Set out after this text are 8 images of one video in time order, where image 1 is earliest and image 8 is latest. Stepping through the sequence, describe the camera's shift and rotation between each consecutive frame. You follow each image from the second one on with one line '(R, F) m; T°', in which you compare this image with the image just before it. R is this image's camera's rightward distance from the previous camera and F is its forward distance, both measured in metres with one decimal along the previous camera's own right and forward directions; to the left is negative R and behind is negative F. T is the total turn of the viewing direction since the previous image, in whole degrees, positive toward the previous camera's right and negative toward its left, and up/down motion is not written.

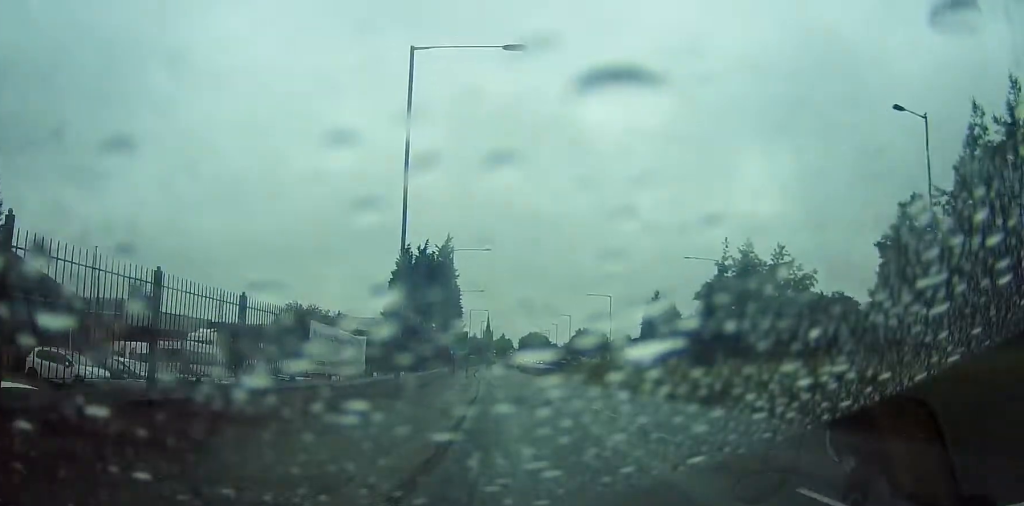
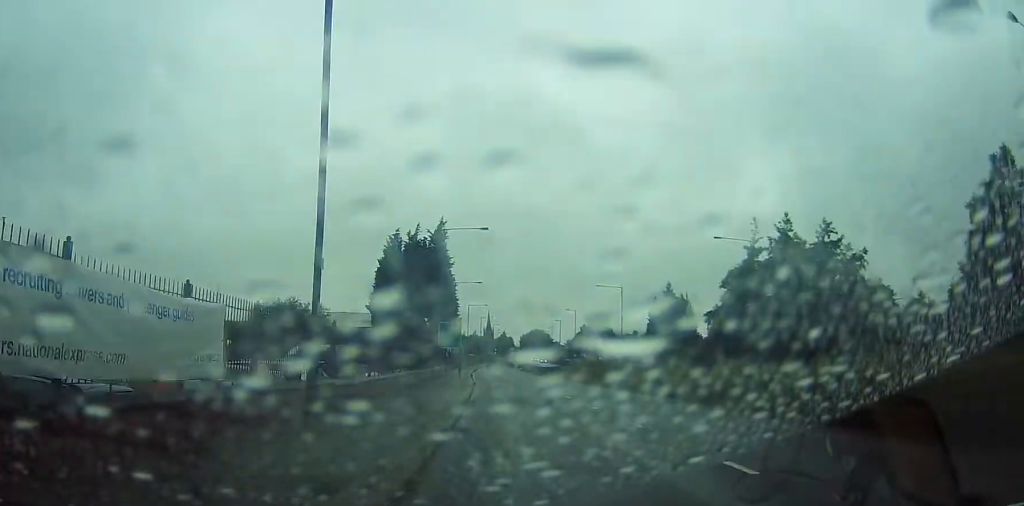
(0.0, +9.7) m; 0°
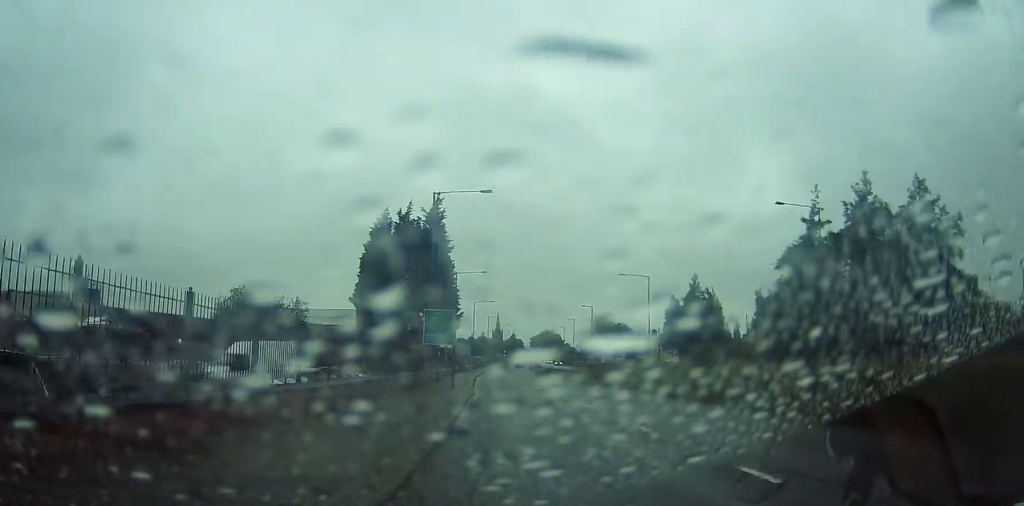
(+0.1, +13.0) m; 0°
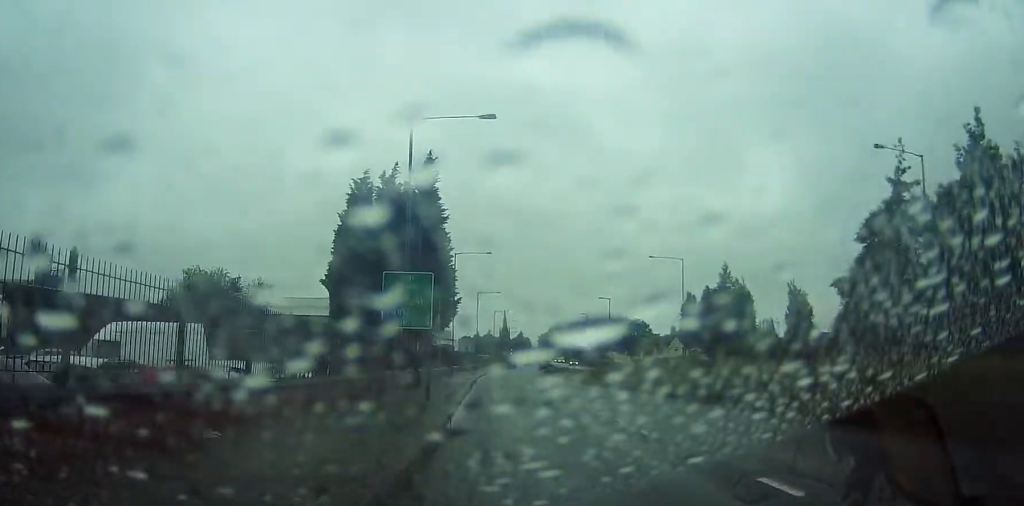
(0.0, +13.3) m; -1°
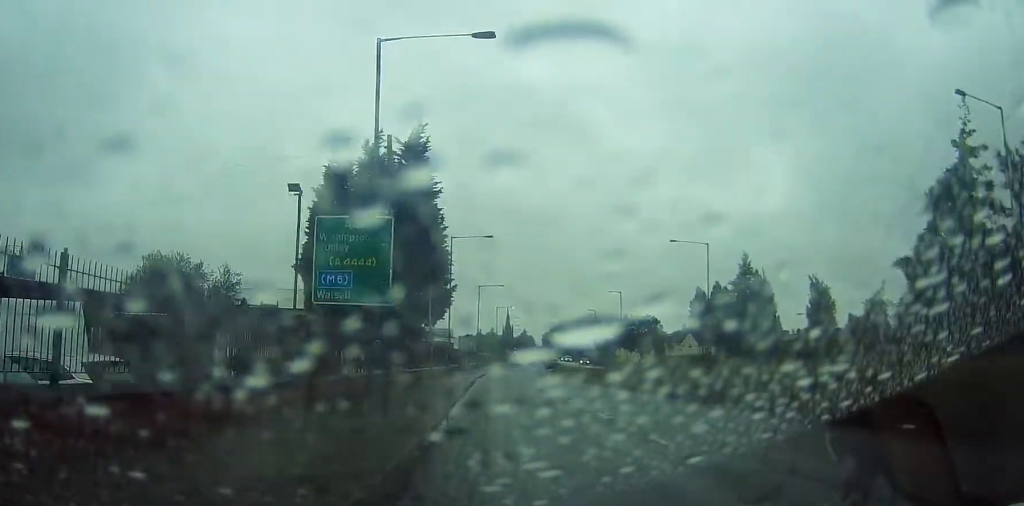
(-0.1, +8.0) m; -1°
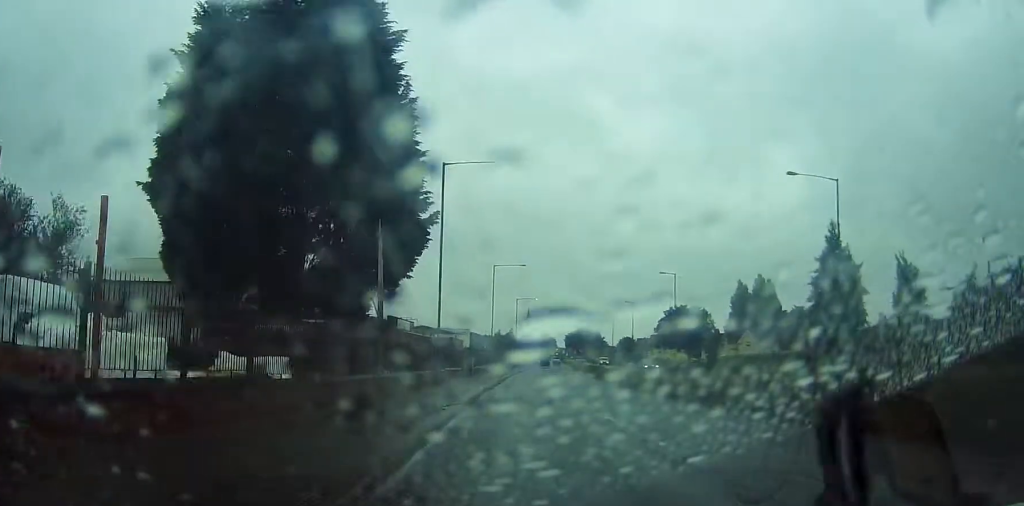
(-0.2, +23.5) m; 0°
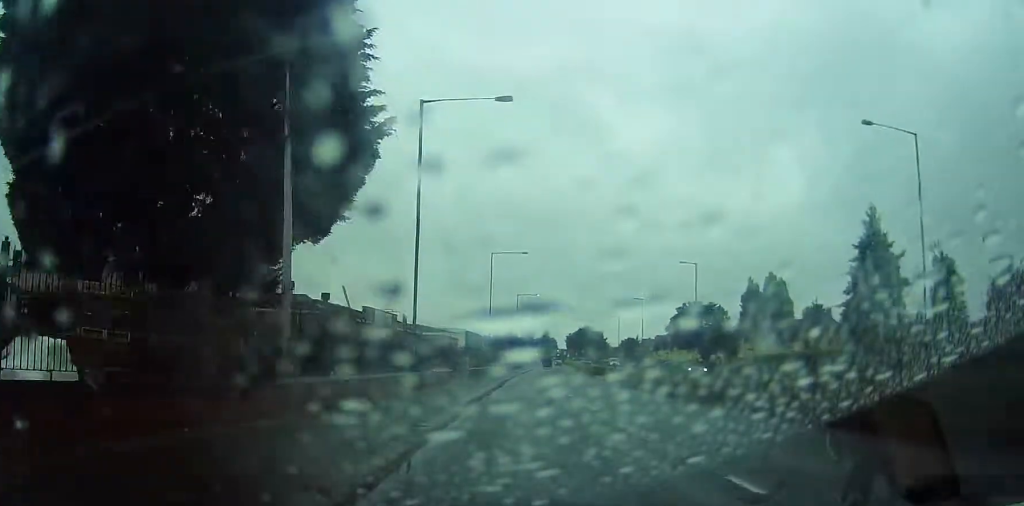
(+0.2, +9.6) m; 0°
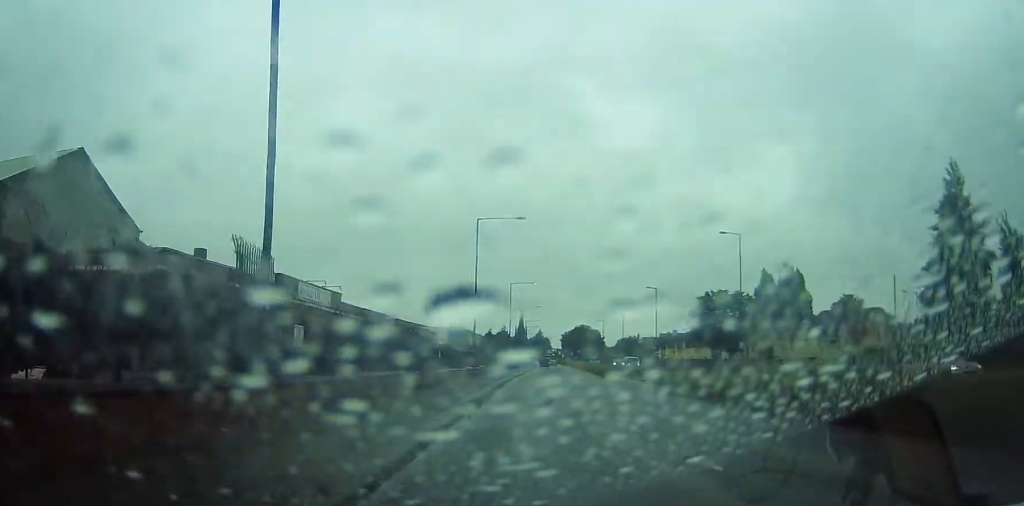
(-0.2, +16.7) m; +1°
